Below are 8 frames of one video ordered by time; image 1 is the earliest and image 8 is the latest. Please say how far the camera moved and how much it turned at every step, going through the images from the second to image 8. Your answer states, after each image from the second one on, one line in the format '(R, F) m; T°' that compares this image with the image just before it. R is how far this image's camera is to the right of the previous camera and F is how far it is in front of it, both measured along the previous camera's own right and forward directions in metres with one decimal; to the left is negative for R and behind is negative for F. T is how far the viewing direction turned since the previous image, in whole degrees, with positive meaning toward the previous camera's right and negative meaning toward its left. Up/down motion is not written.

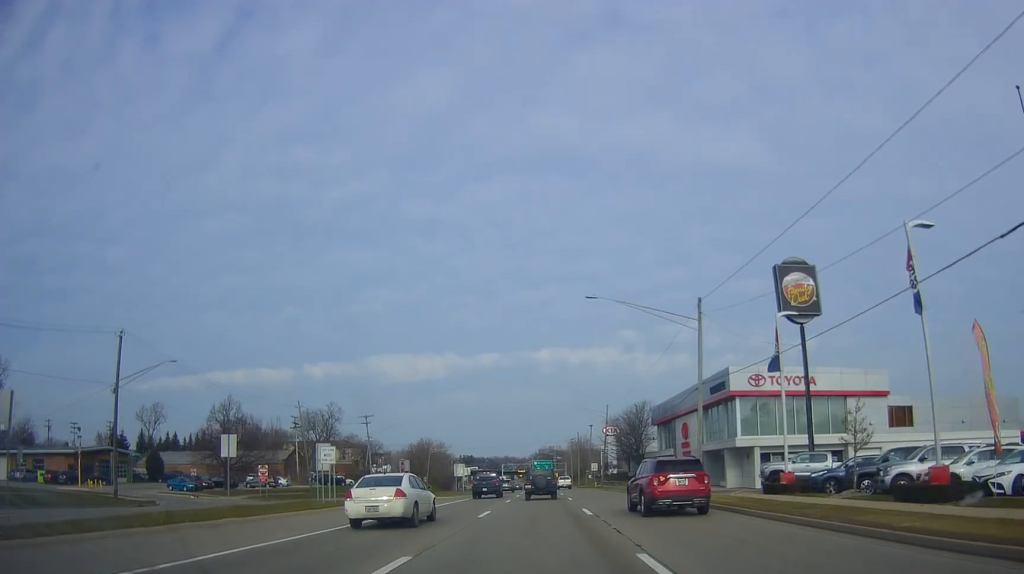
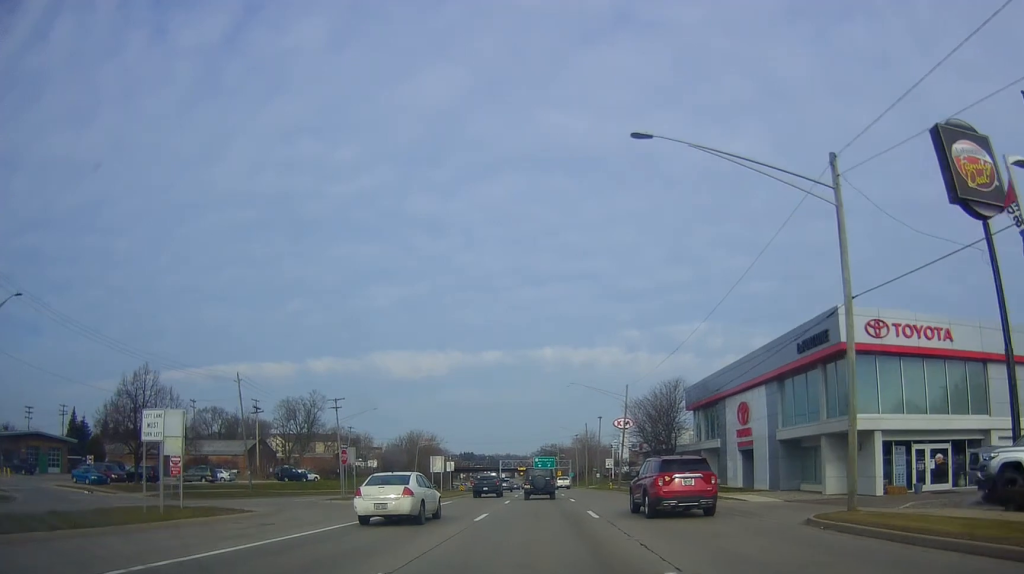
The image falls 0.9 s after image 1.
(0.0, +17.2) m; -1°
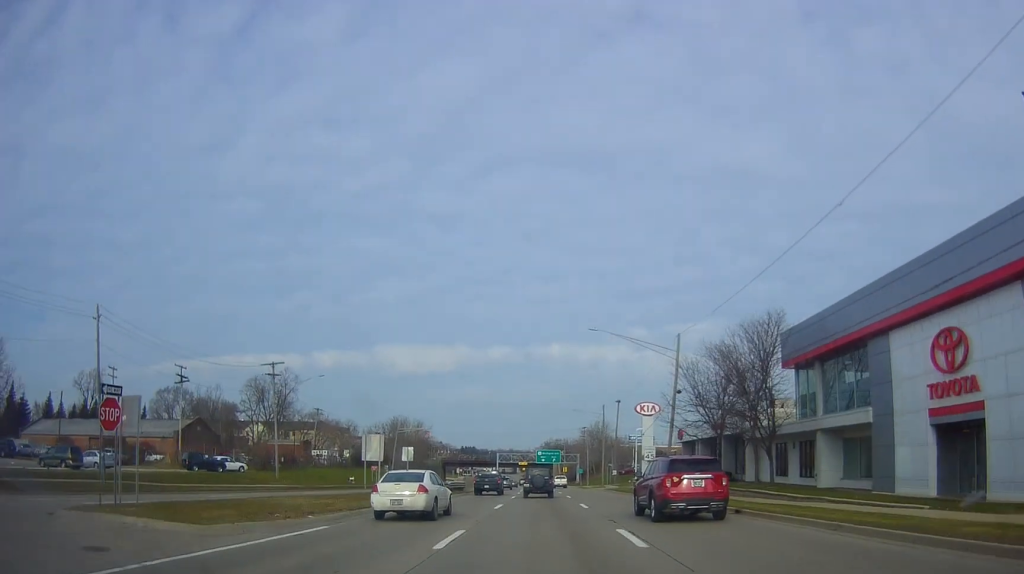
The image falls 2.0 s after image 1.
(-0.7, +23.5) m; -1°
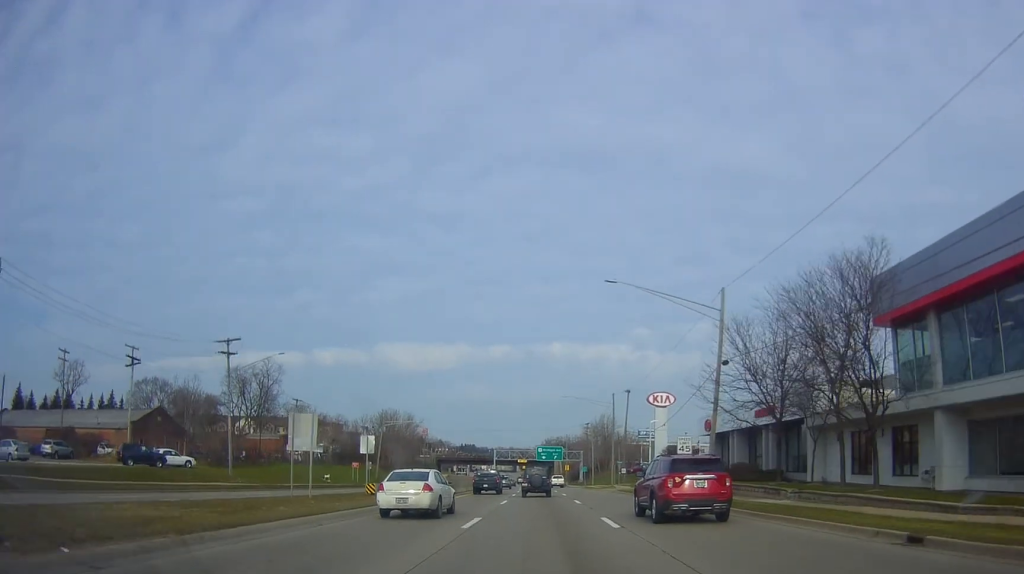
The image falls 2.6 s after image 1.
(+0.1, +11.1) m; 0°
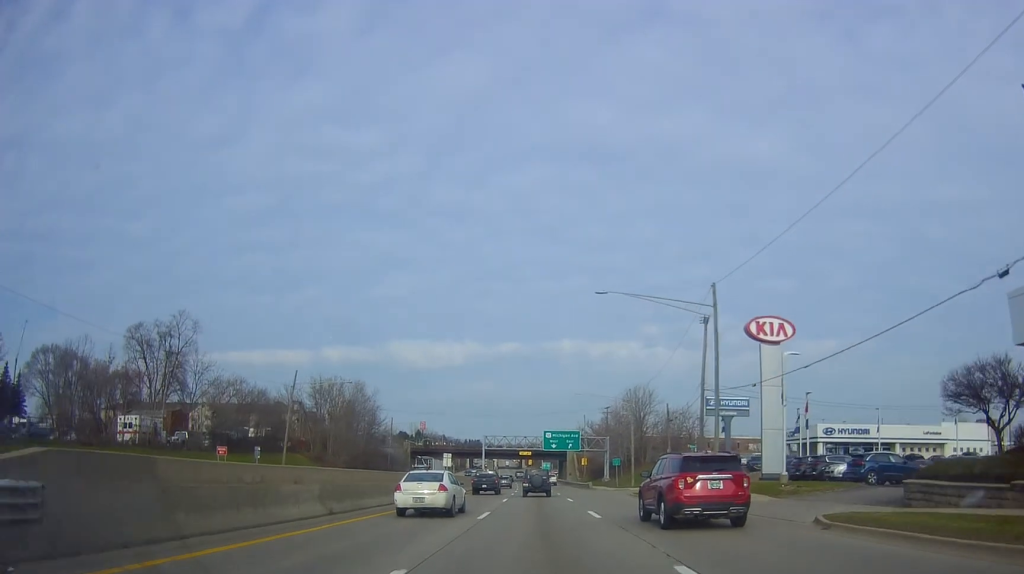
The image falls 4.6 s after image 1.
(+0.6, +42.8) m; +1°
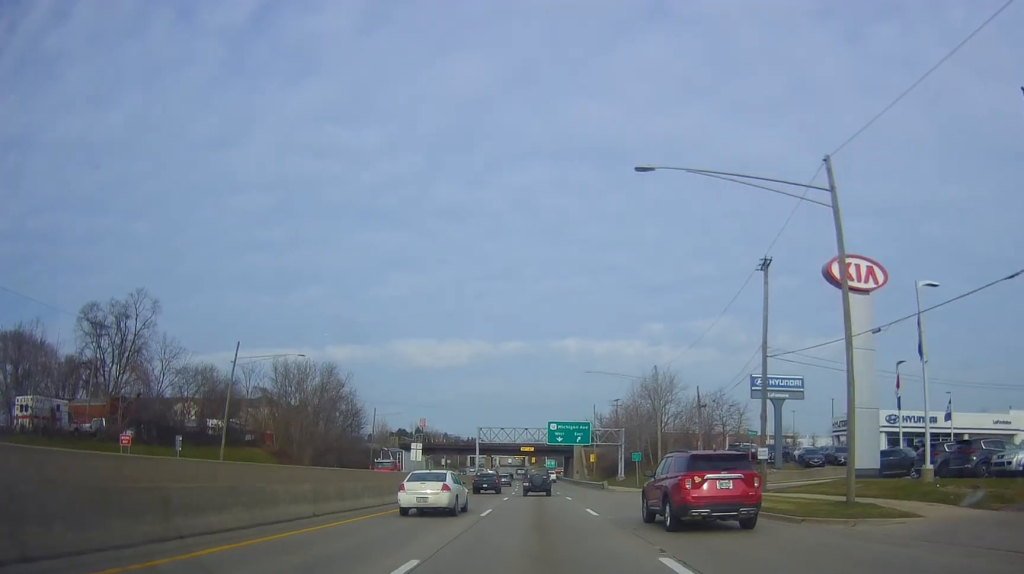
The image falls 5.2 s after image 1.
(+0.3, +14.4) m; -1°
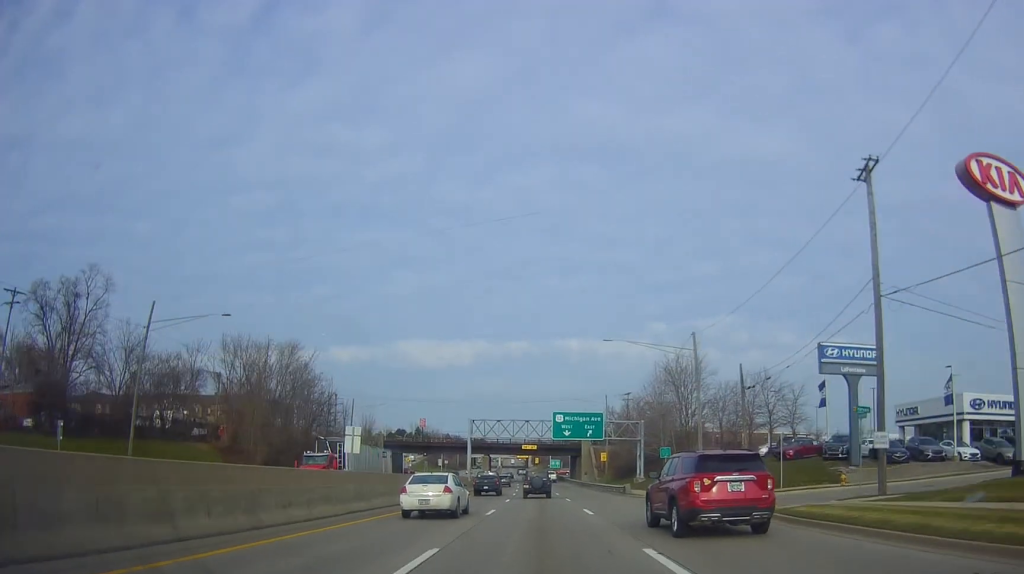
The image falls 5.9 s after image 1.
(-0.4, +14.0) m; -1°
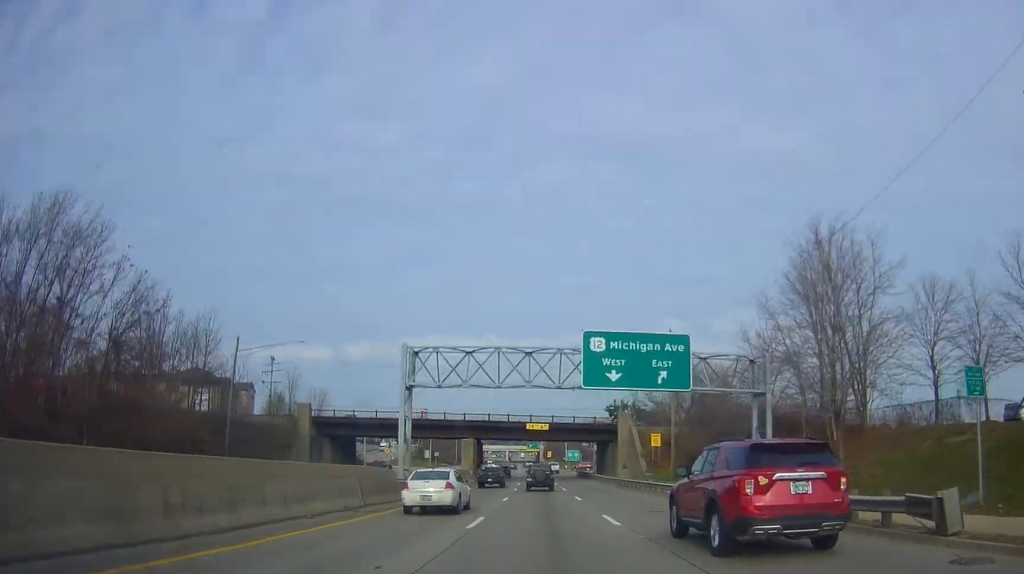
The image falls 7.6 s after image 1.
(-0.2, +38.5) m; -1°
